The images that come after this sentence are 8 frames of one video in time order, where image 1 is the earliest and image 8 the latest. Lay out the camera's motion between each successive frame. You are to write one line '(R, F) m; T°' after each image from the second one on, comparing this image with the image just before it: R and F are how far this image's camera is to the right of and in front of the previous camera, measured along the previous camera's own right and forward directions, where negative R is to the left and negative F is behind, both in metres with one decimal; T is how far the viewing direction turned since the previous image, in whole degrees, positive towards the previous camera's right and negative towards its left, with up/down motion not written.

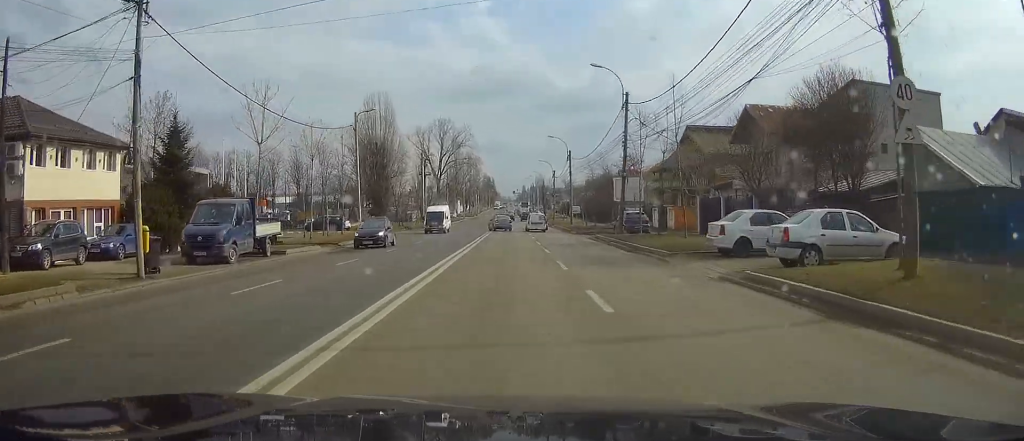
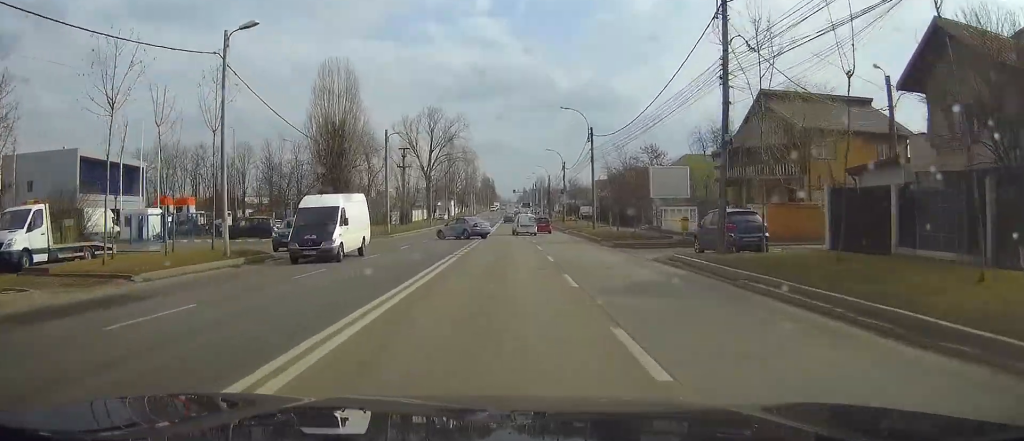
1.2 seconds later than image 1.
(+0.1, +22.3) m; 0°
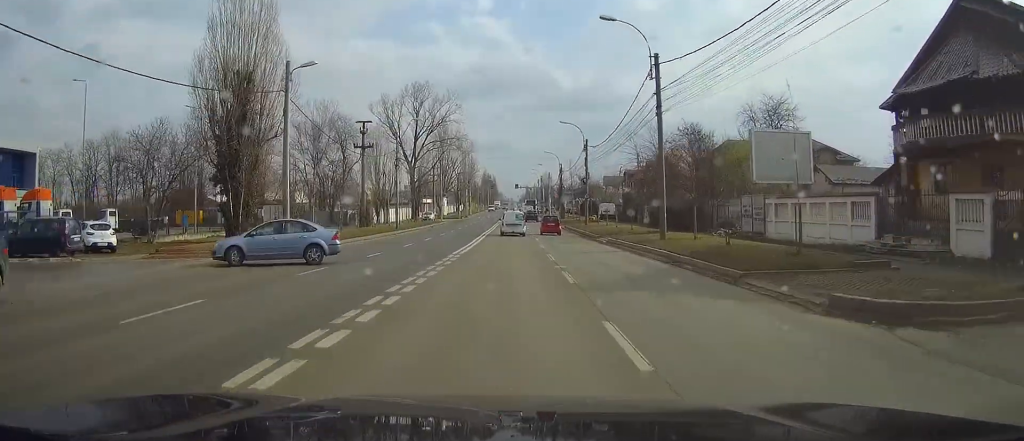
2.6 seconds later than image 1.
(0.0, +26.1) m; 0°
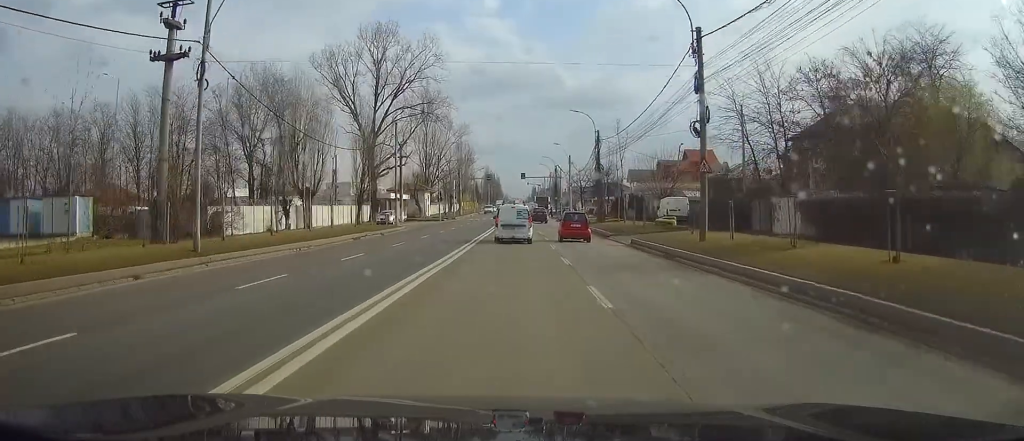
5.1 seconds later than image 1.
(-0.3, +38.8) m; -1°
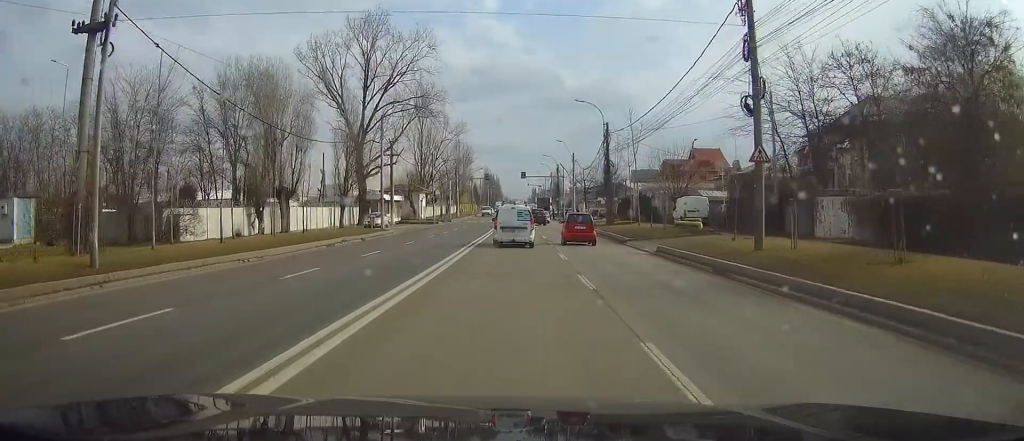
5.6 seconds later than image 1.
(-0.1, +6.0) m; 0°
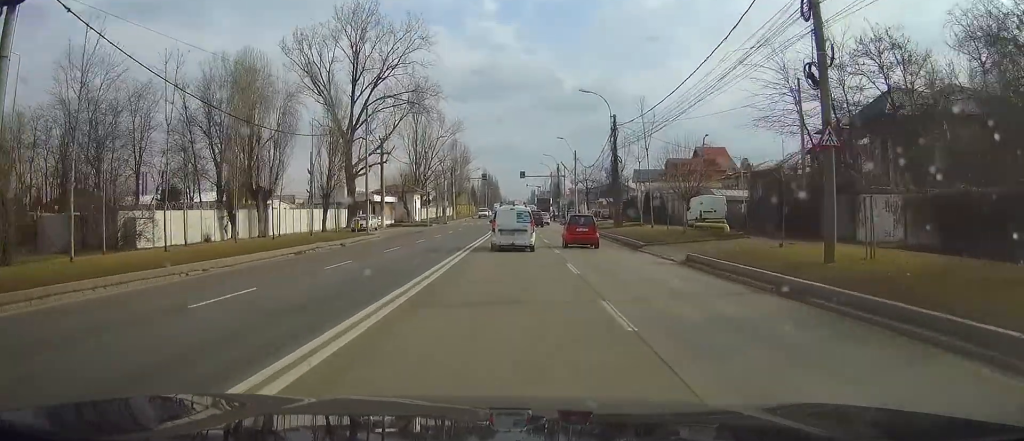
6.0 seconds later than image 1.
(0.0, +4.7) m; 0°
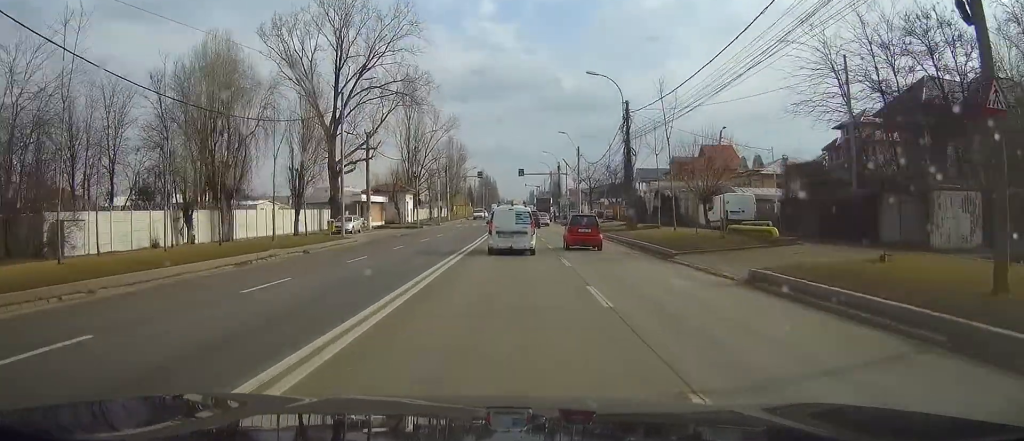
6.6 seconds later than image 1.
(+0.2, +6.3) m; 0°
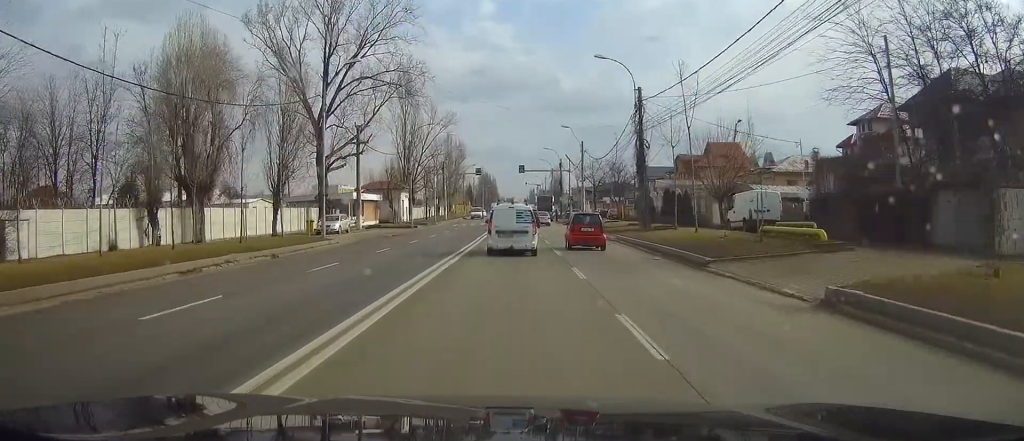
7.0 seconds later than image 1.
(0.0, +4.3) m; 0°
